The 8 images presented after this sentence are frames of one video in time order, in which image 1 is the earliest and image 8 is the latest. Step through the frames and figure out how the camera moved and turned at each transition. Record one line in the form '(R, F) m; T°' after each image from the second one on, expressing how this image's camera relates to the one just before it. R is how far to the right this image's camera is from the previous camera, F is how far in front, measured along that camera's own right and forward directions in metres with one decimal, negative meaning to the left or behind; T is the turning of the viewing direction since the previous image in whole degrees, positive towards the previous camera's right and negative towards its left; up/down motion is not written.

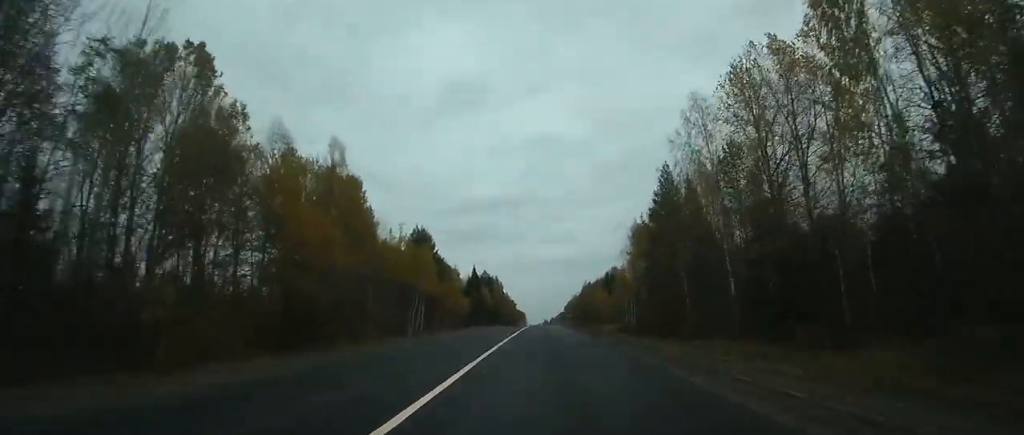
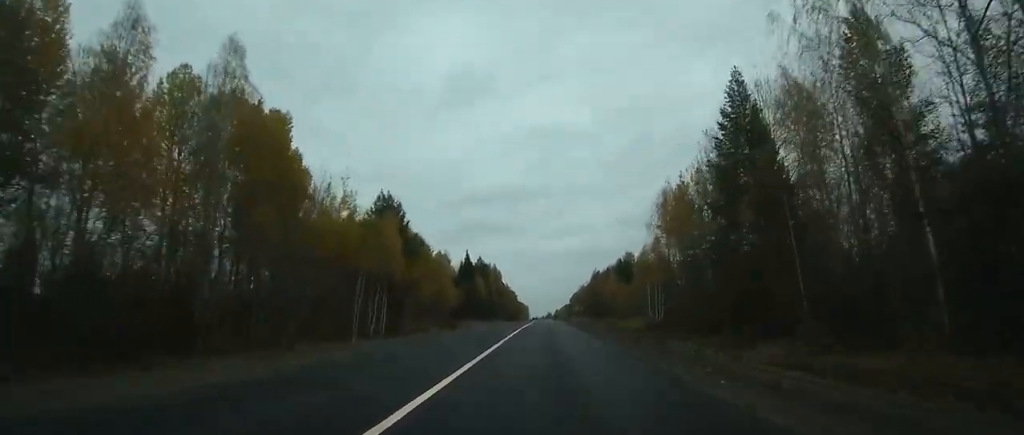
(-0.1, +25.9) m; 0°
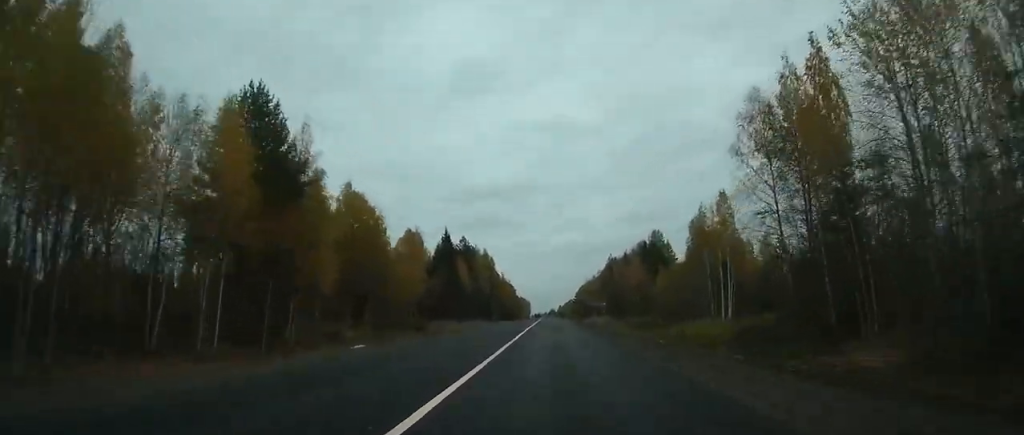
(-0.1, +41.5) m; 0°
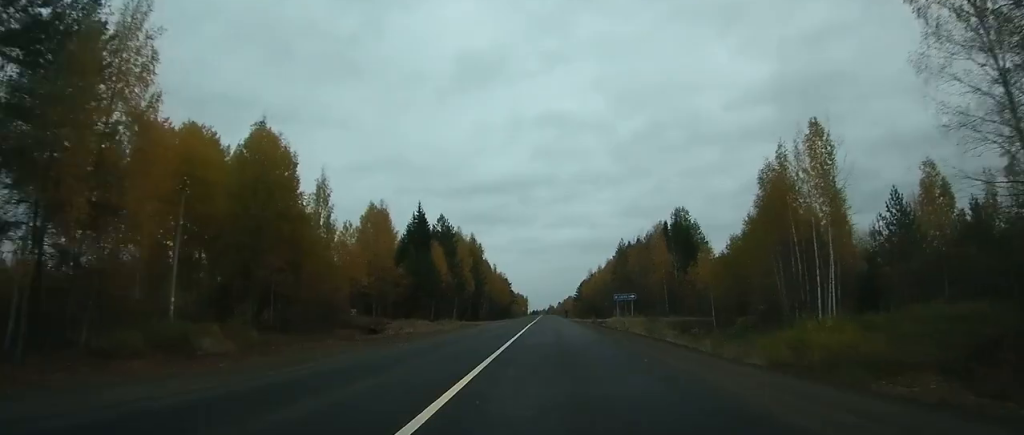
(-0.1, +29.2) m; 0°
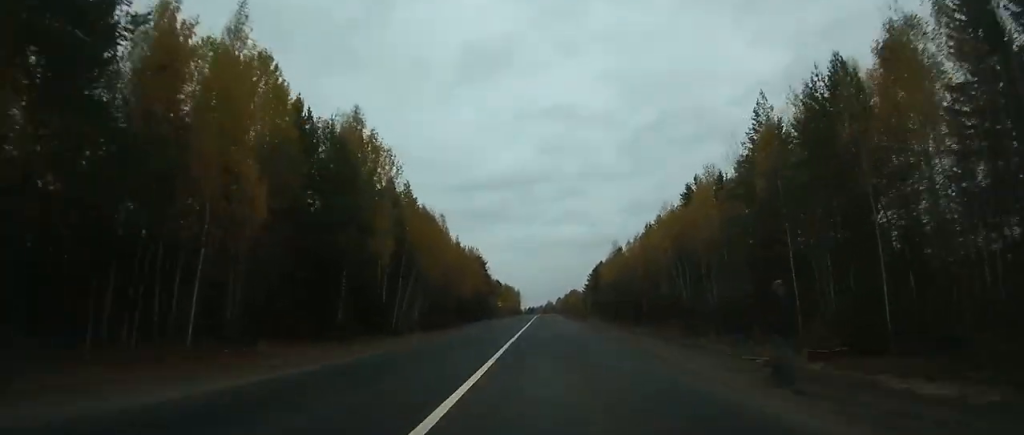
(+0.3, +97.7) m; 0°
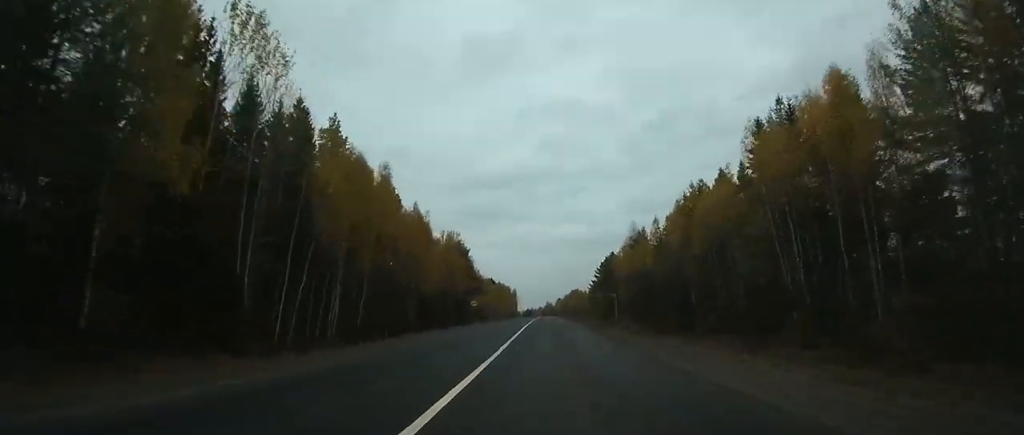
(0.0, +33.8) m; 0°
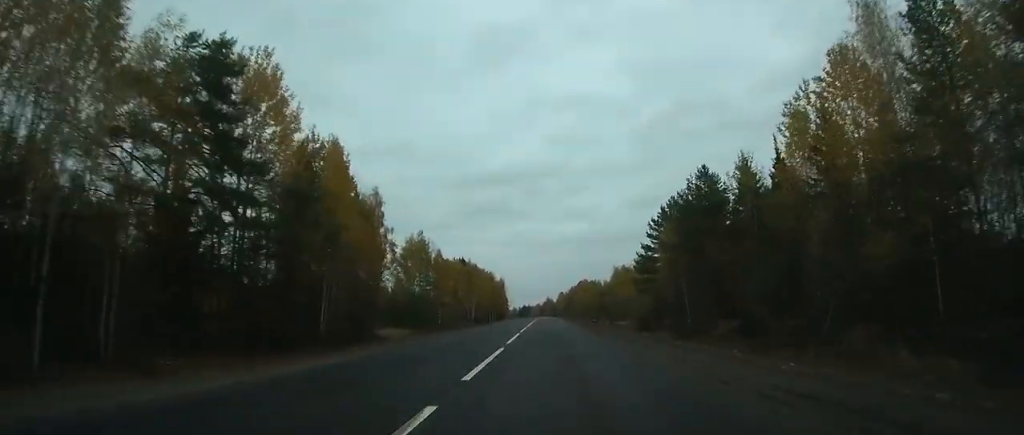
(+0.6, +88.1) m; 0°
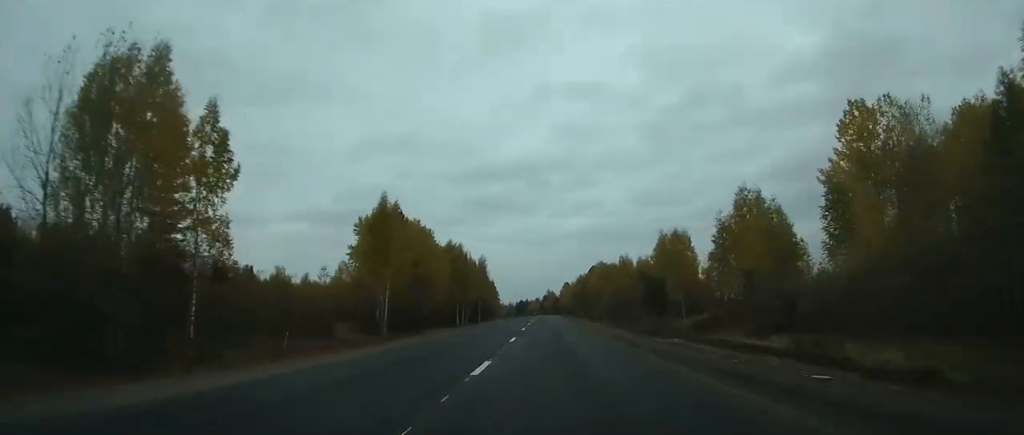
(0.0, +80.8) m; 0°
